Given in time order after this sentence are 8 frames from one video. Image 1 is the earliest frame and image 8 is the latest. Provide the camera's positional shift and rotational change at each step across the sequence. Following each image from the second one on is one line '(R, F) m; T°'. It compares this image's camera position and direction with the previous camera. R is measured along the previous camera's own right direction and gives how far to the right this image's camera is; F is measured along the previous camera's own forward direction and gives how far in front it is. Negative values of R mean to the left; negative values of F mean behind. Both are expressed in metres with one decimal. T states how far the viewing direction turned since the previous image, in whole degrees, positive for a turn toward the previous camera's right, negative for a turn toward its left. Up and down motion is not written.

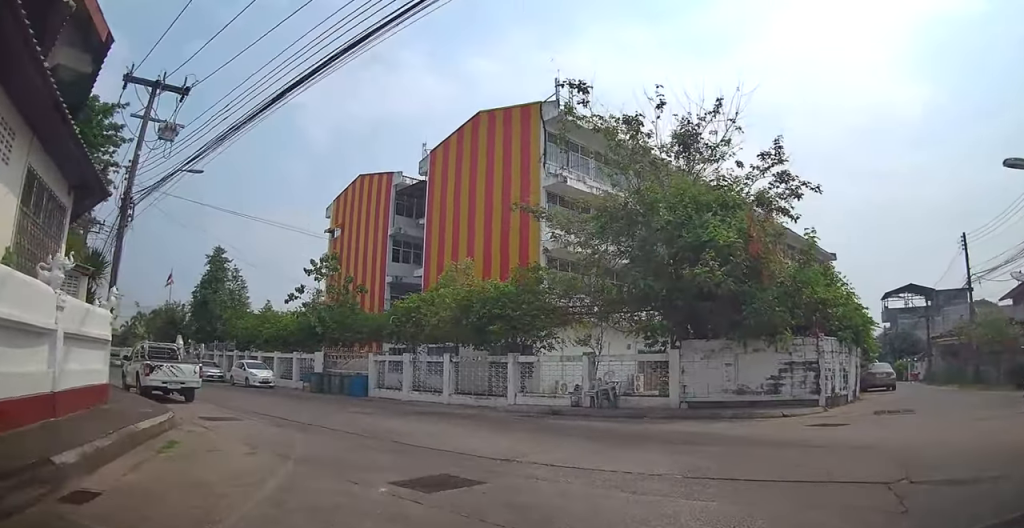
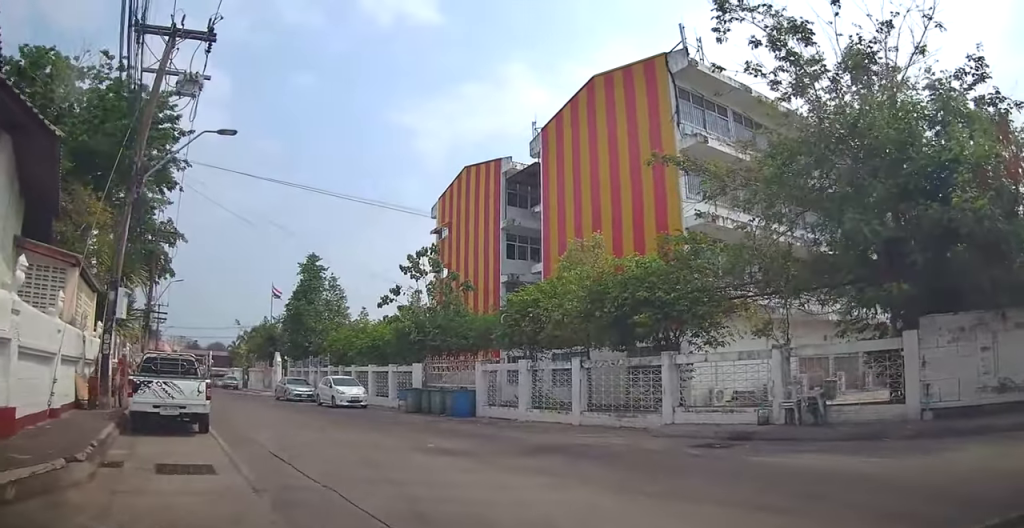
(-0.4, +6.1) m; -15°
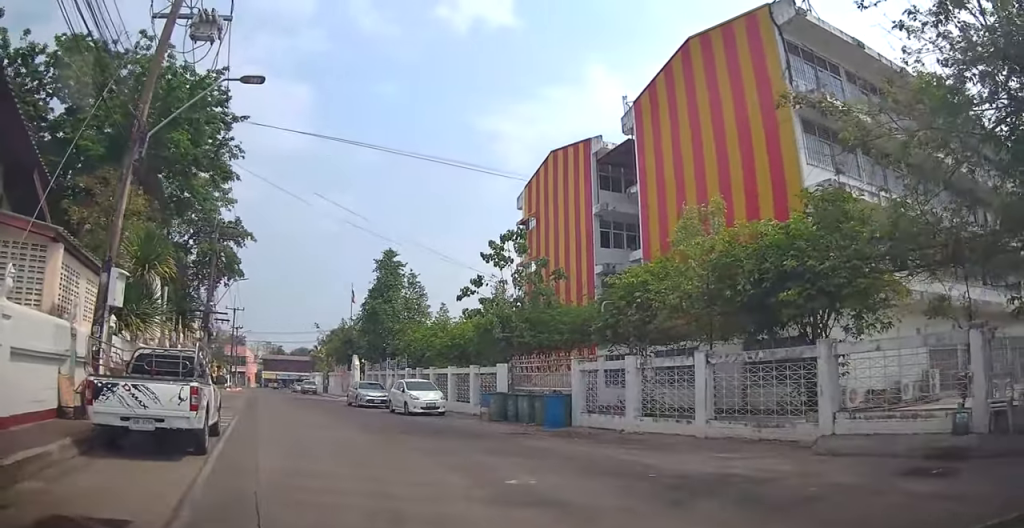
(-0.7, +3.8) m; -13°
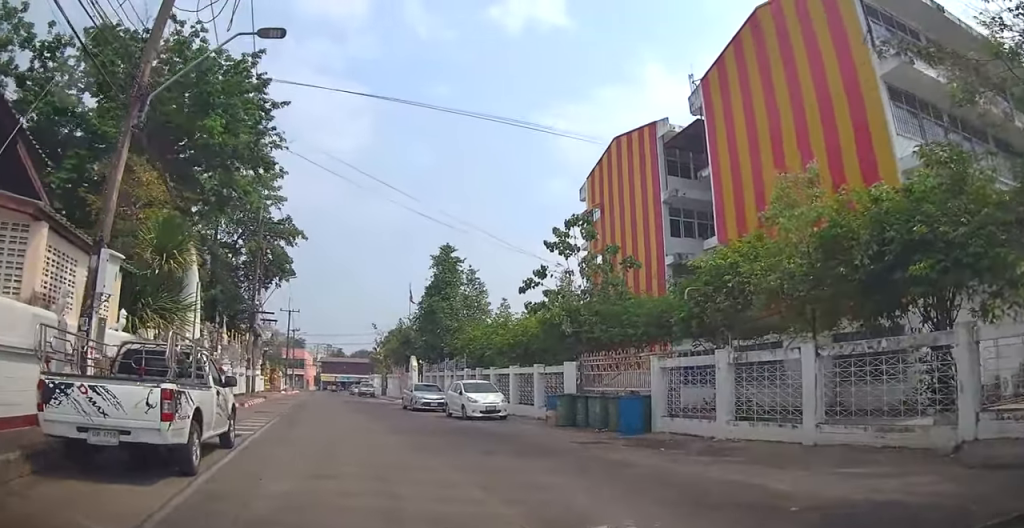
(-0.2, +2.3) m; -5°
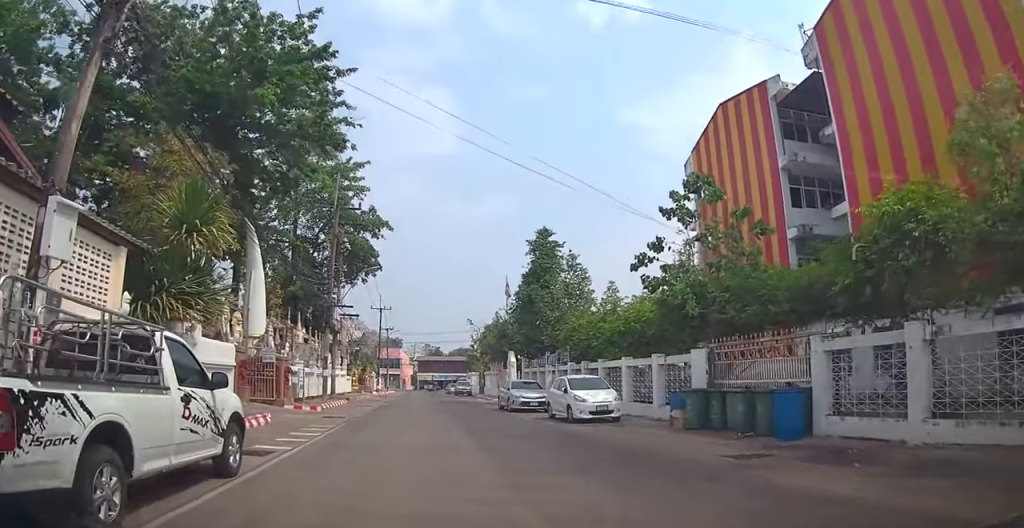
(0.0, +3.4) m; -3°
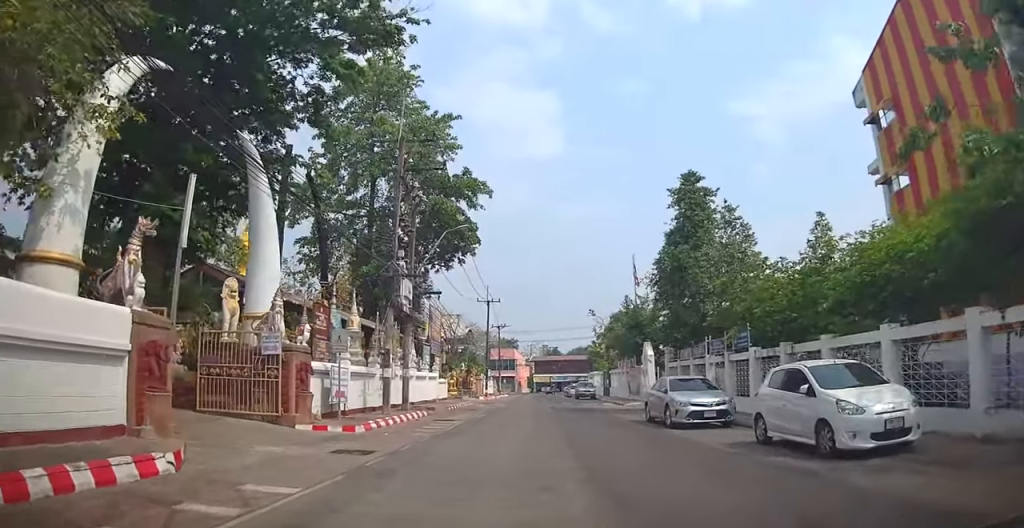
(-1.9, +8.2) m; -29°
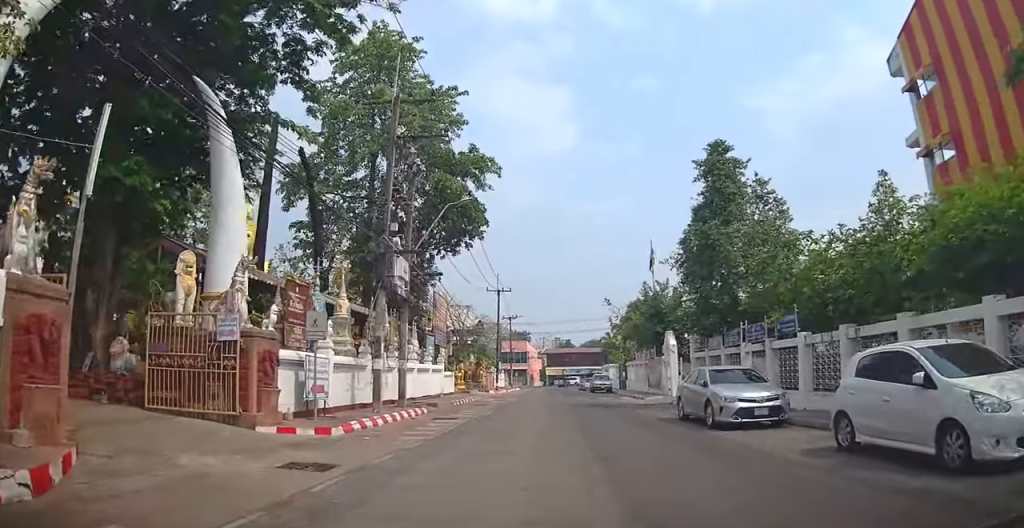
(-0.2, +2.3) m; -2°
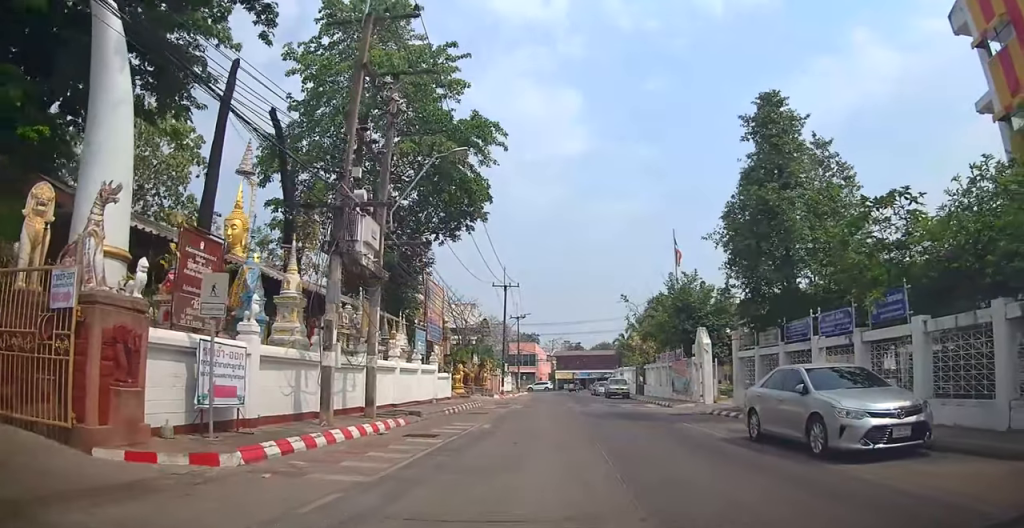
(-0.5, +4.0) m; +1°
